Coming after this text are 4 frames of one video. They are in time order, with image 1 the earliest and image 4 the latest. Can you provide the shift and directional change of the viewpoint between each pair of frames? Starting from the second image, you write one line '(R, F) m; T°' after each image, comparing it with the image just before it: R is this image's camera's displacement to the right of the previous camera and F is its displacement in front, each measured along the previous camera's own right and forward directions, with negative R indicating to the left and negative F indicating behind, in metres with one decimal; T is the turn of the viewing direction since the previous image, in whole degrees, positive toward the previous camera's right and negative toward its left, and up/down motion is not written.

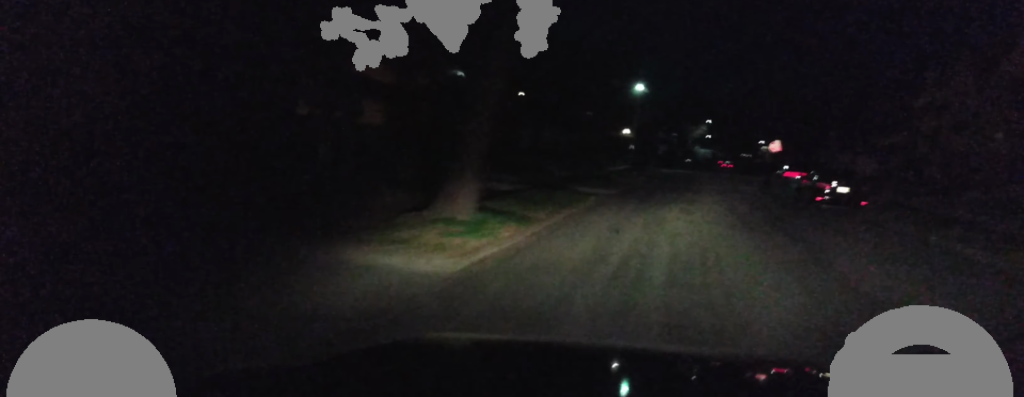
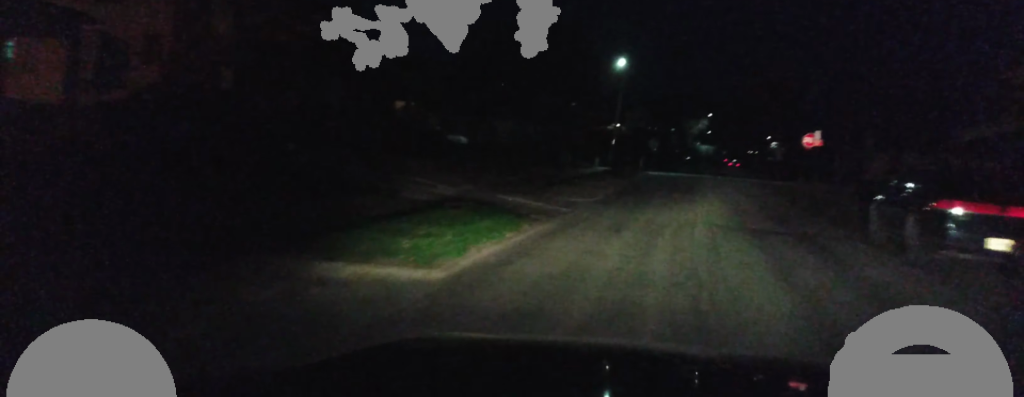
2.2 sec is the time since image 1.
(+1.2, +20.2) m; +5°
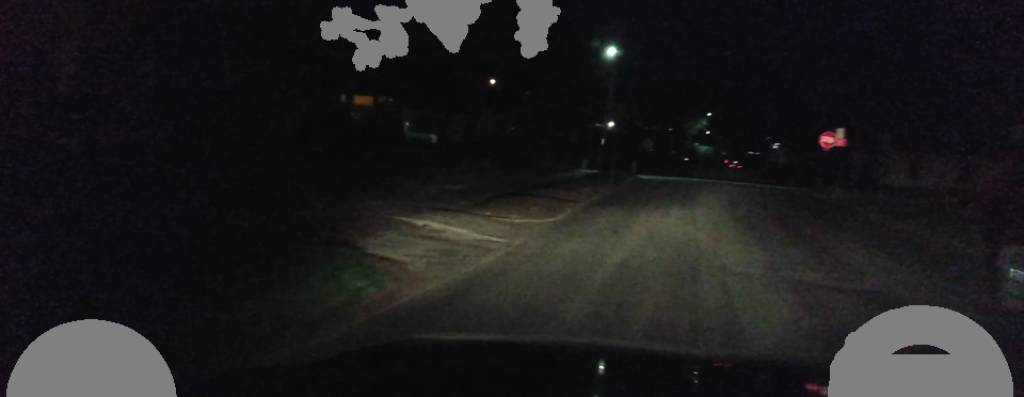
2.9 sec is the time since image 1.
(+0.3, +7.1) m; +1°
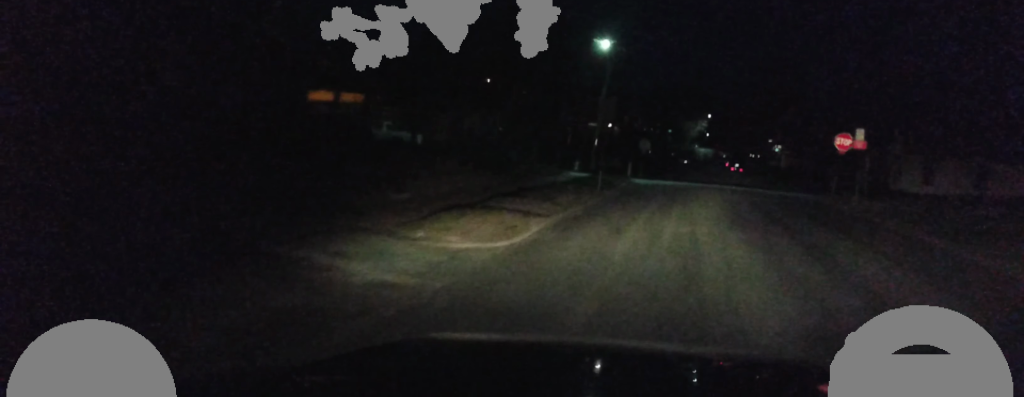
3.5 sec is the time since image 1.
(-0.1, +4.8) m; -2°
